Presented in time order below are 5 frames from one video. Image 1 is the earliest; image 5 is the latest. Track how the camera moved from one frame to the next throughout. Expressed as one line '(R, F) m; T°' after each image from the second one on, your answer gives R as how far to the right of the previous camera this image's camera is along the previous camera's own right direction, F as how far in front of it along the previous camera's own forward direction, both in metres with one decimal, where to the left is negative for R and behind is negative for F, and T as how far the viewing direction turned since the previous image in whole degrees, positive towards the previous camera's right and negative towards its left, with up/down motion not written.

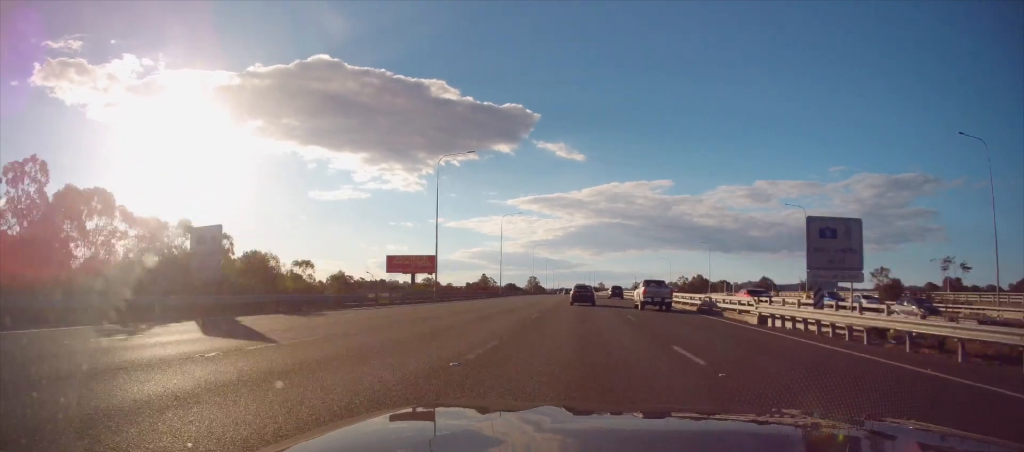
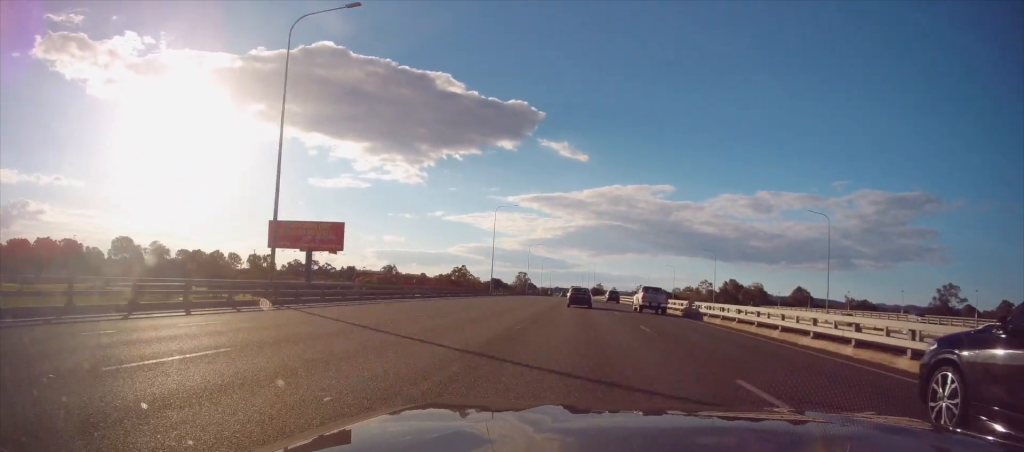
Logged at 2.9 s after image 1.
(+0.7, +76.2) m; +1°
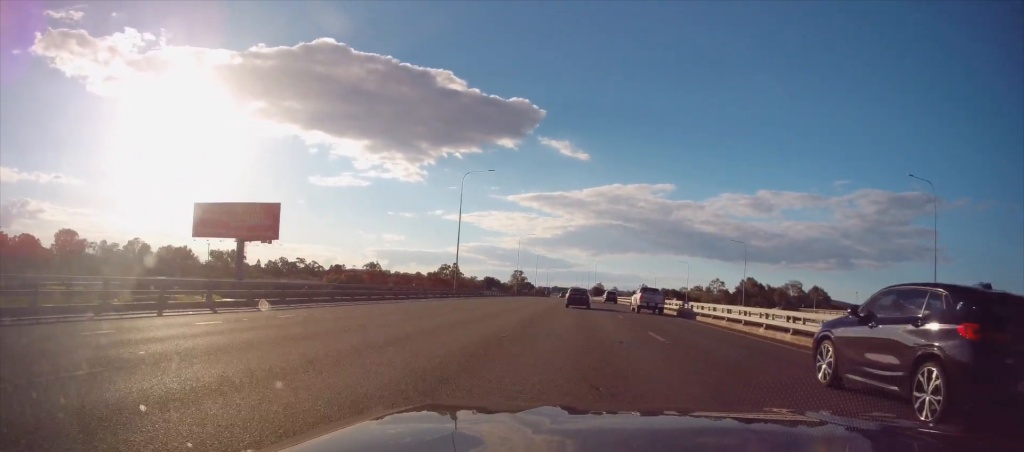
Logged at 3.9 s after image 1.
(+0.1, +26.8) m; +1°
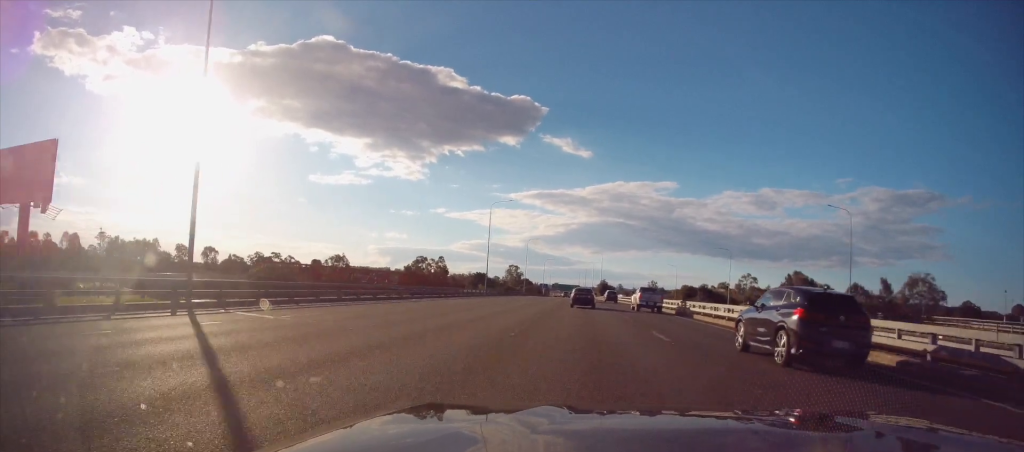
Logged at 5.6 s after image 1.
(+0.6, +47.6) m; 0°
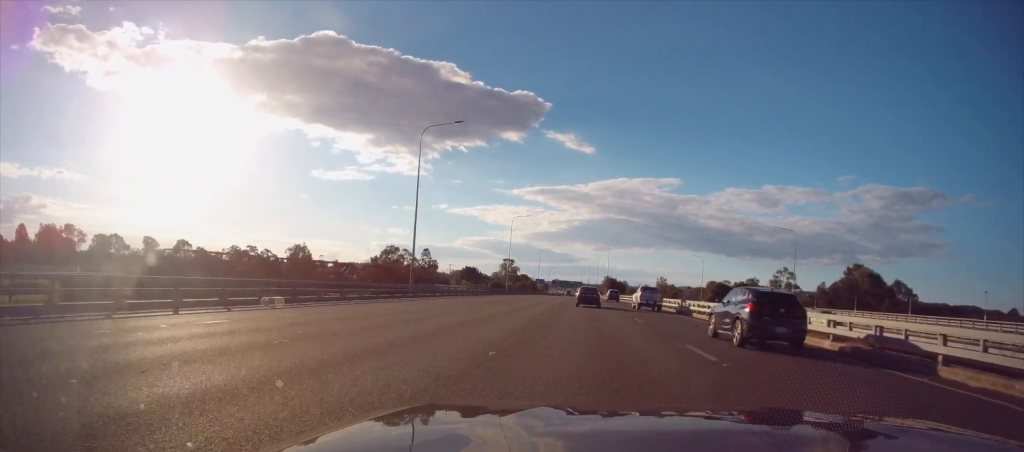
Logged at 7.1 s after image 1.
(-0.7, +39.7) m; -1°
